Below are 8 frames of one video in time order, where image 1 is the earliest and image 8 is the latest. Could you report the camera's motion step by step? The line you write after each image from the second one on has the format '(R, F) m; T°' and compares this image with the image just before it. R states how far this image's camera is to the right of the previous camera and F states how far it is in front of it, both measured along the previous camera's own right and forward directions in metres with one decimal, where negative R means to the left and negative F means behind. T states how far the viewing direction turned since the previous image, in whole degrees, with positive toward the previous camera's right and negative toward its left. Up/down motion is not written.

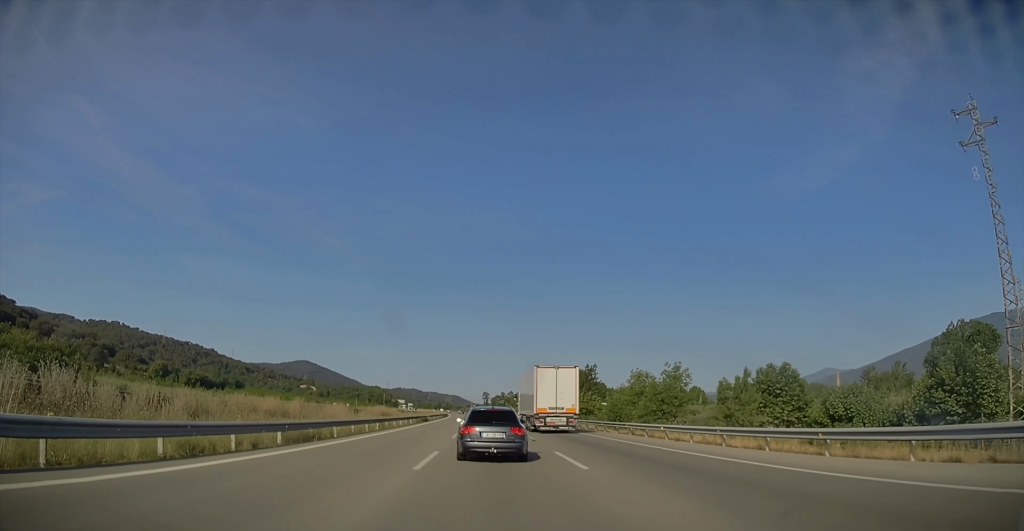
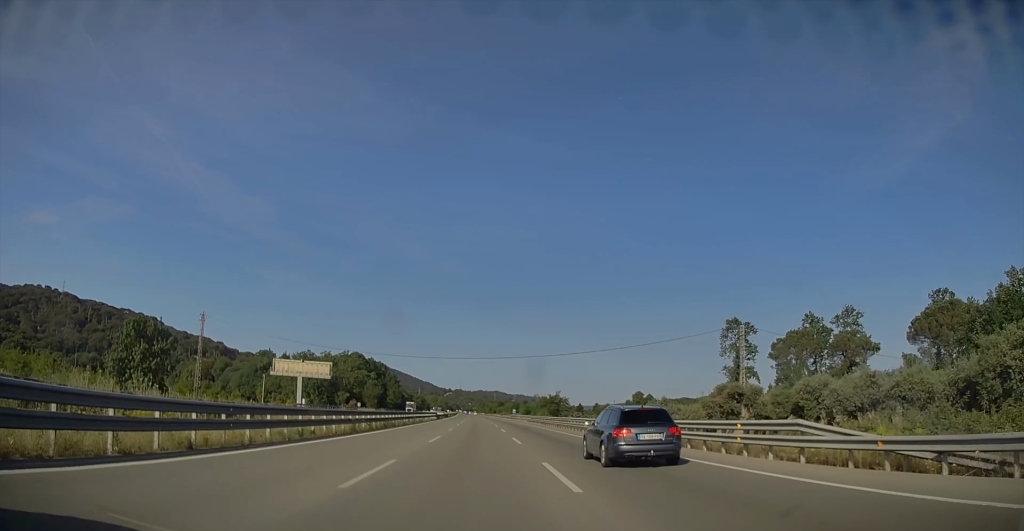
(-28.3, +444.1) m; -6°
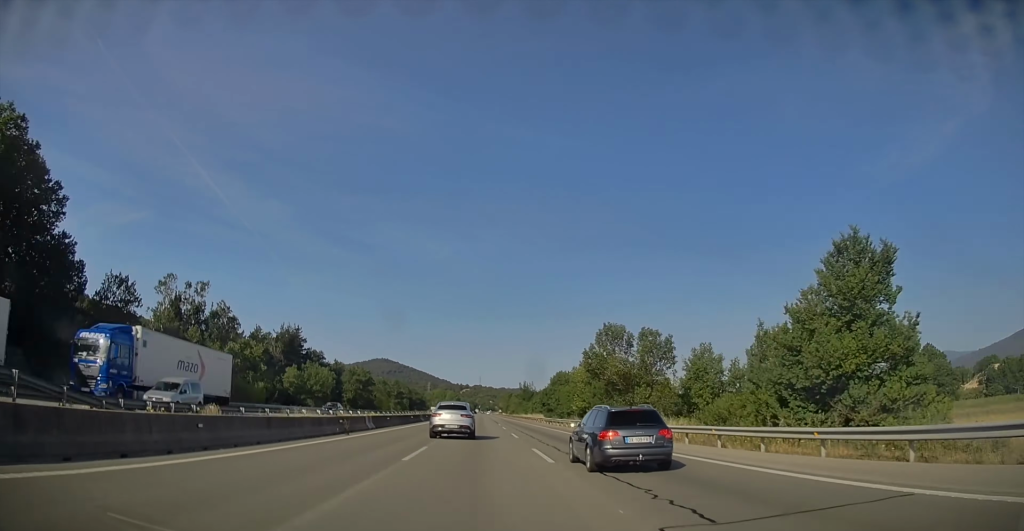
(-5.4, +261.4) m; -1°
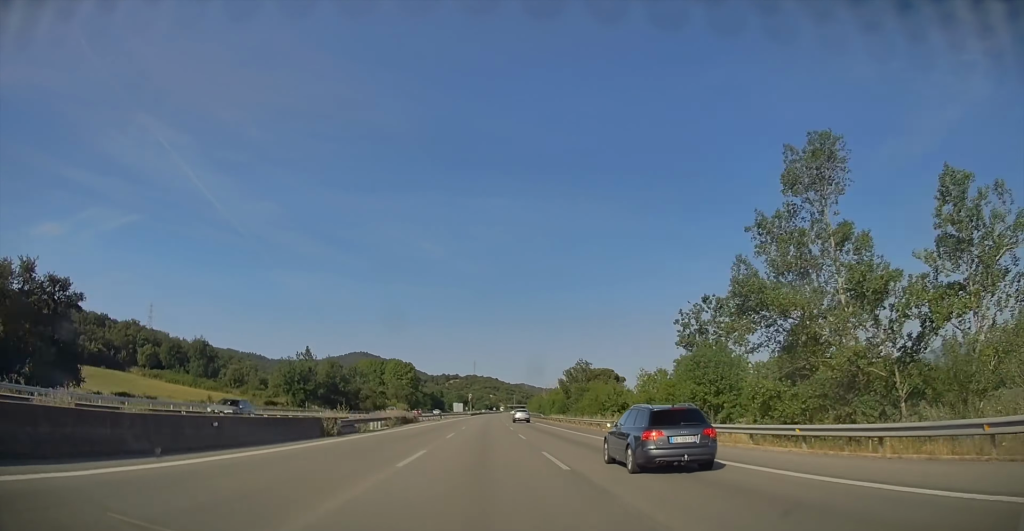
(+0.3, +423.3) m; +2°
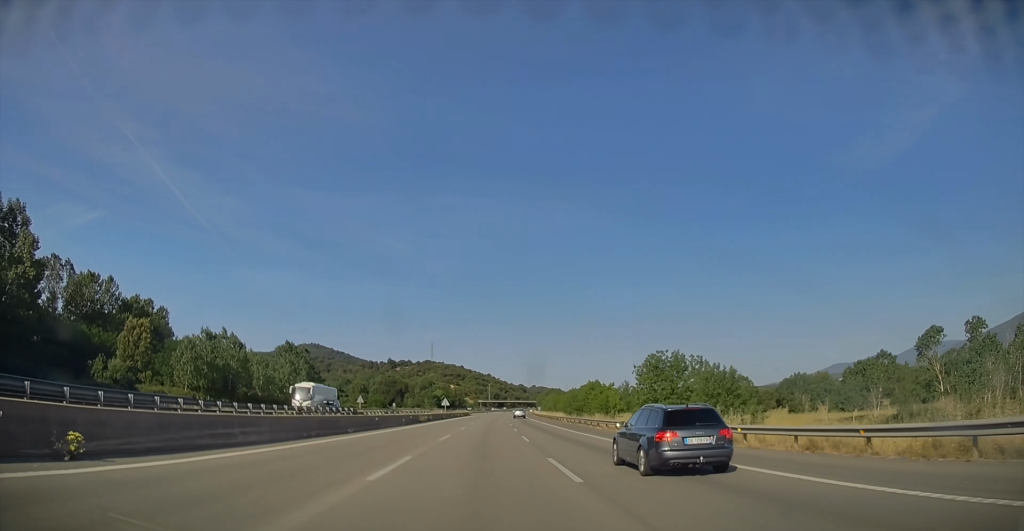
(+6.3, +286.0) m; +4°
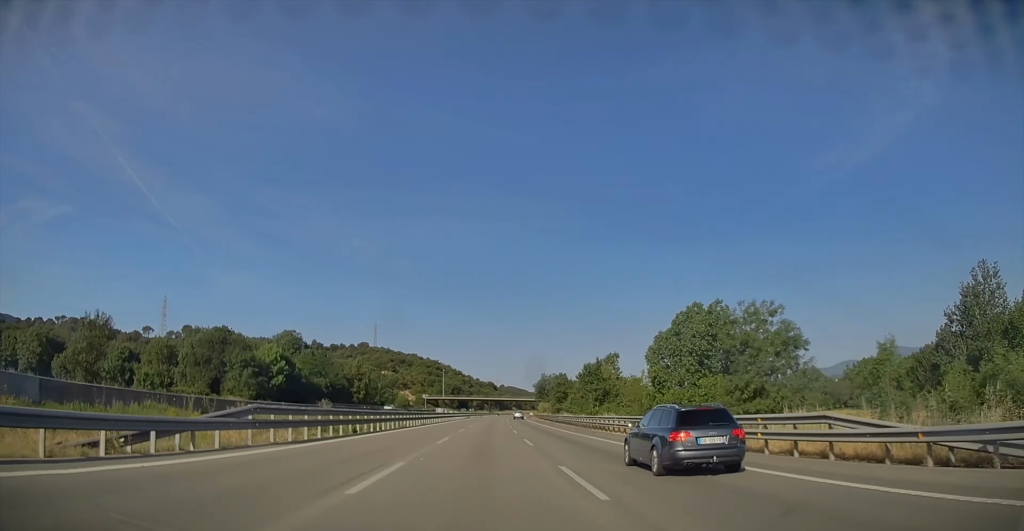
(+6.8, +183.1) m; +3°
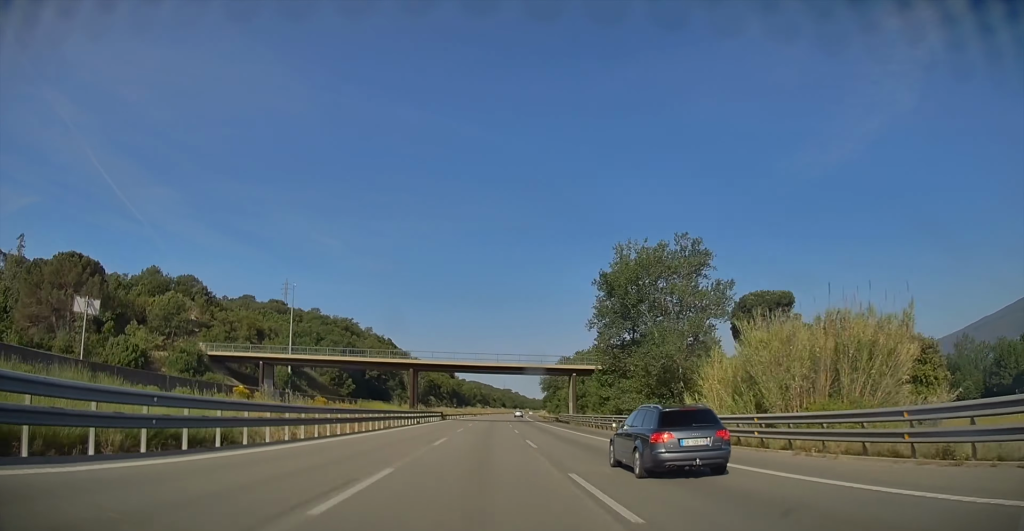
(+4.4, +176.7) m; +3°
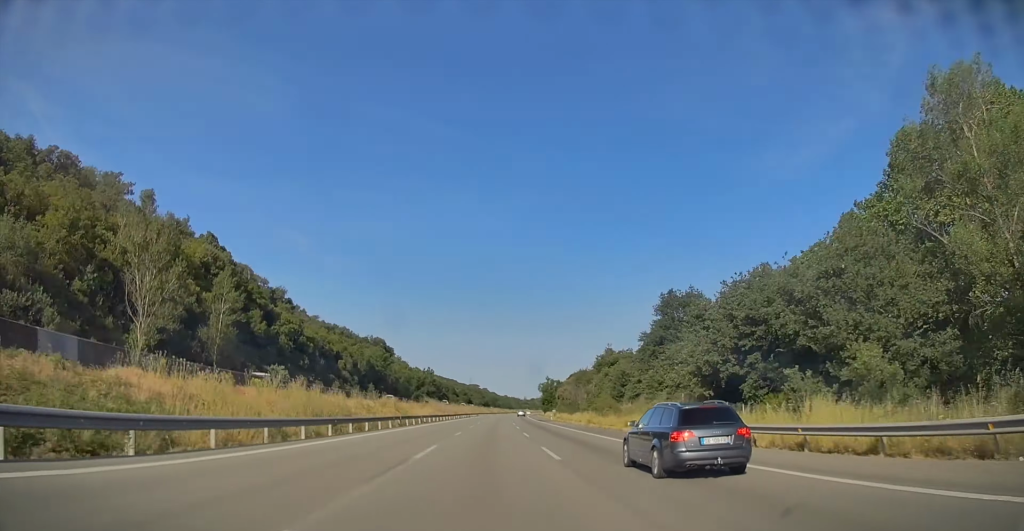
(+3.1, +157.2) m; +3°
